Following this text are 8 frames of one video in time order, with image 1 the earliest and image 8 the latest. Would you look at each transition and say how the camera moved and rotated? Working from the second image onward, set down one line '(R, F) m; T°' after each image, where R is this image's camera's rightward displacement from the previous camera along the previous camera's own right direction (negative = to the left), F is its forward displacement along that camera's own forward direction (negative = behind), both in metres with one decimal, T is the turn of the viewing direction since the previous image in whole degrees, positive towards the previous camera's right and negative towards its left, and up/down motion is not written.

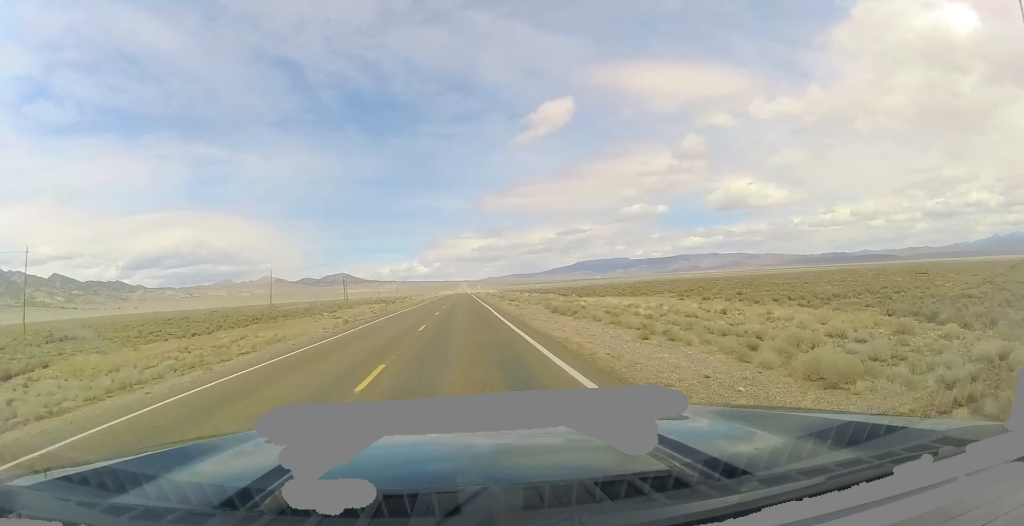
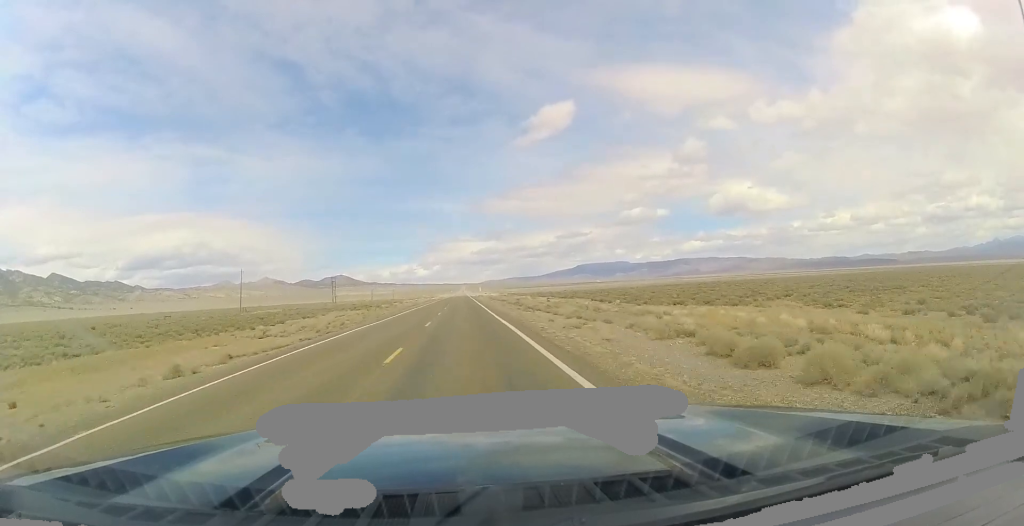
(0.0, +23.3) m; 0°
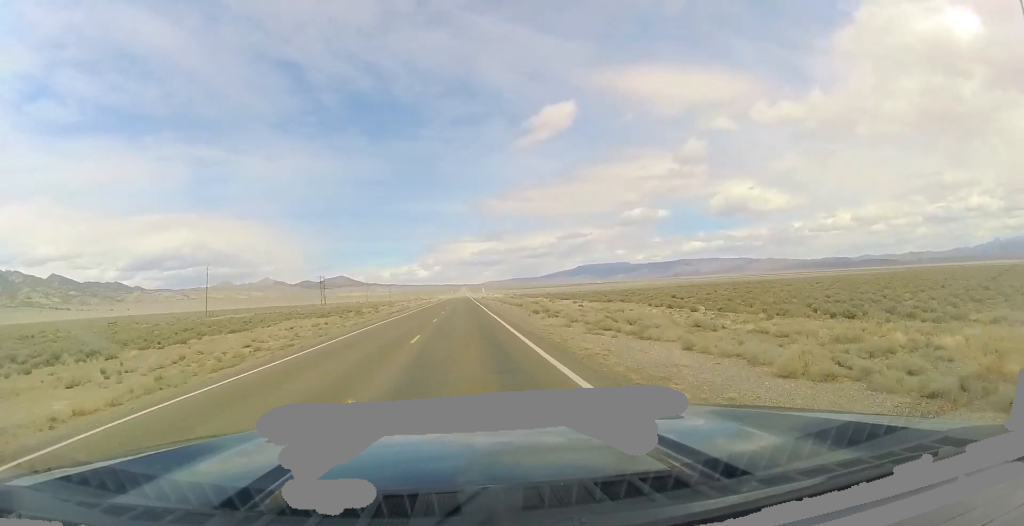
(0.0, +21.2) m; 0°
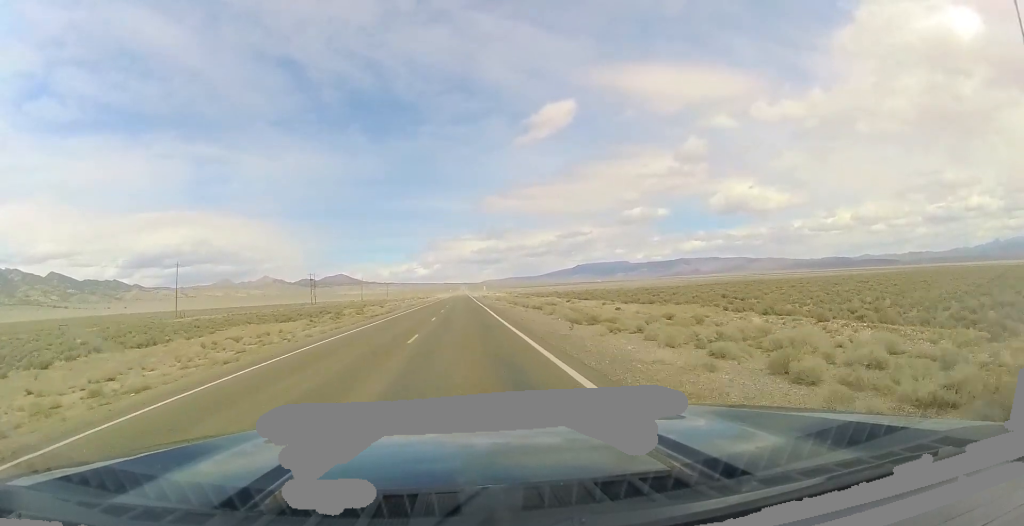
(-0.1, +14.5) m; 0°
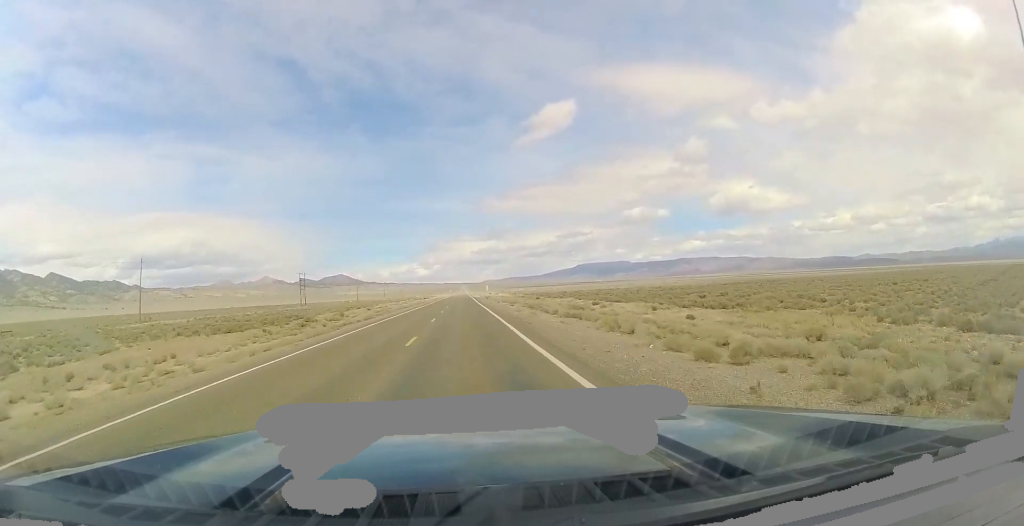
(+0.2, +14.6) m; 0°
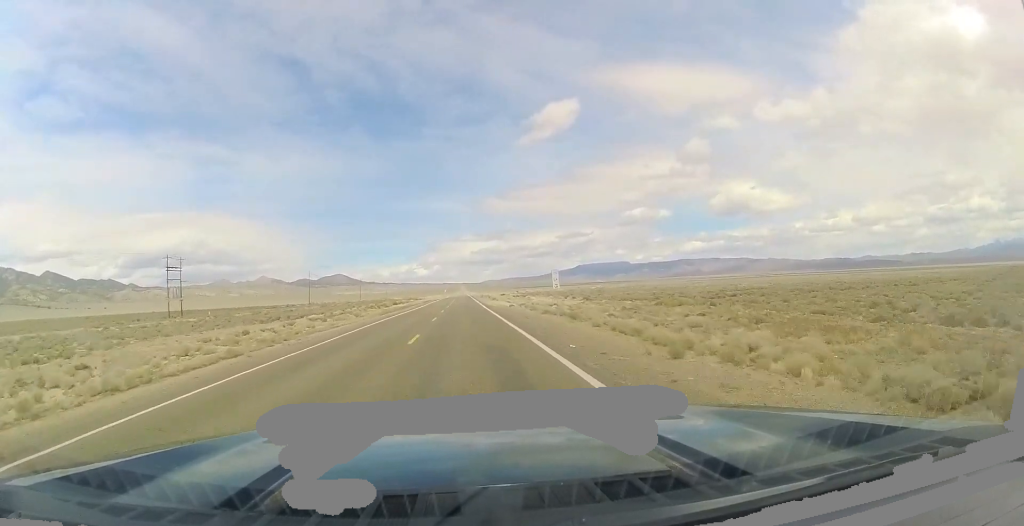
(-0.6, +95.9) m; -2°
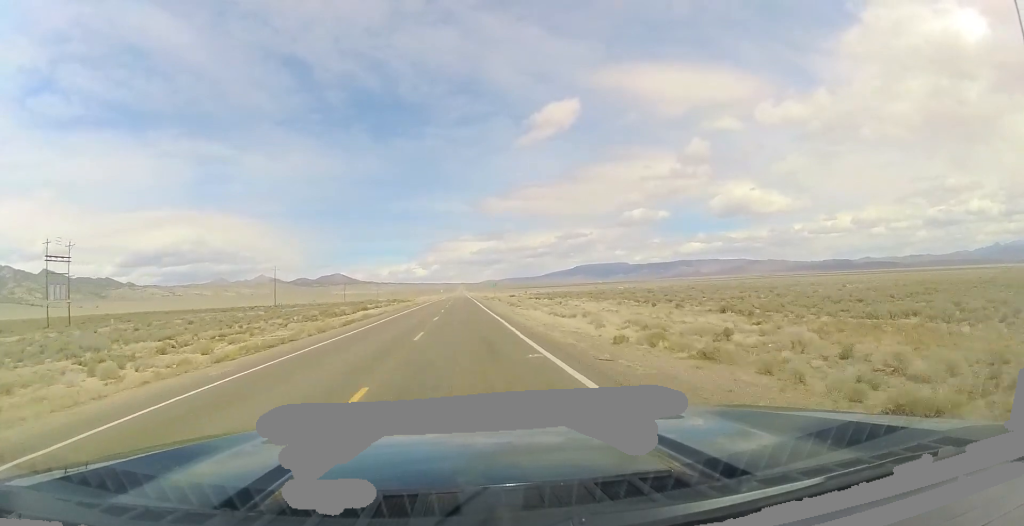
(-0.4, +38.6) m; 0°
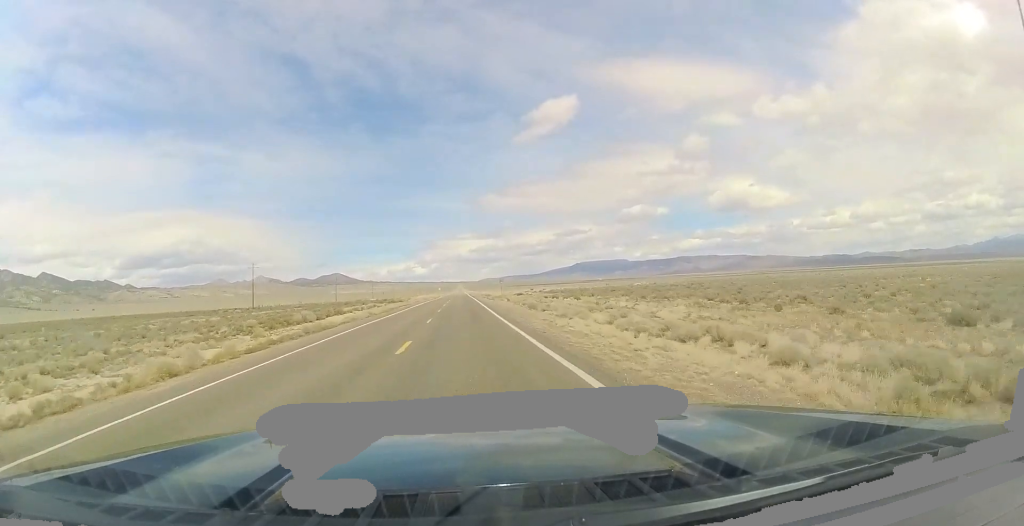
(-0.2, +18.7) m; +1°
